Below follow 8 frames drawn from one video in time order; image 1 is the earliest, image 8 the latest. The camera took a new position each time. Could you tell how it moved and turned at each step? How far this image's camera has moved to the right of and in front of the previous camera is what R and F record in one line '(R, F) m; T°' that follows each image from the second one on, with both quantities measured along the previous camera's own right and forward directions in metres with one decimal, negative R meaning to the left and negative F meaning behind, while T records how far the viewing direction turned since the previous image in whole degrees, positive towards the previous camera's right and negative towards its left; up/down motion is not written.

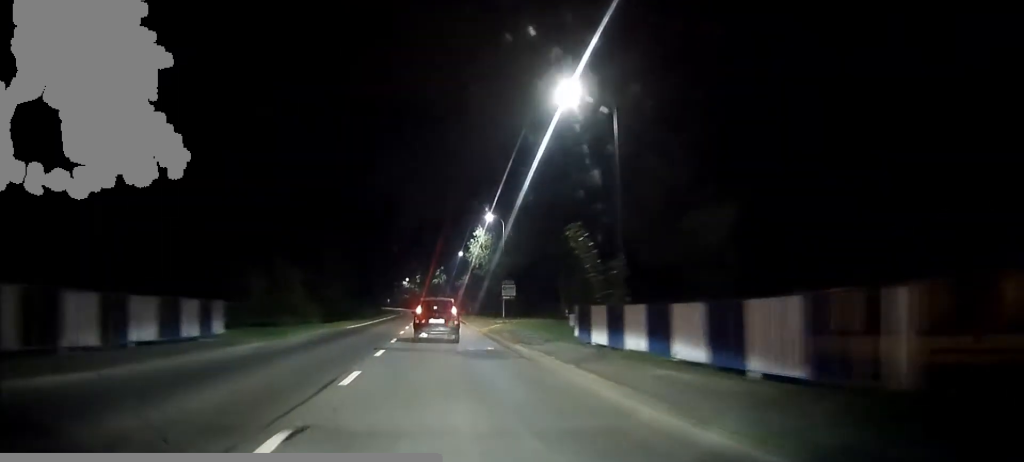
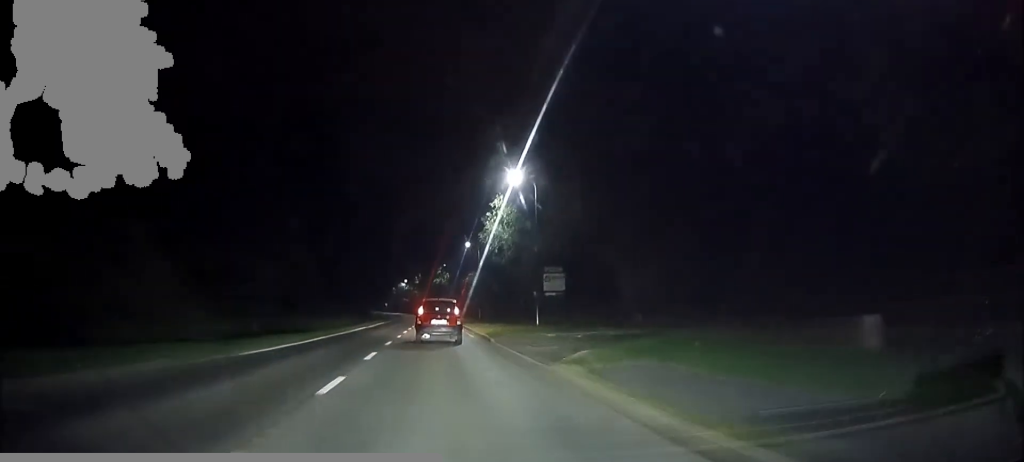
(0.0, +20.8) m; 0°
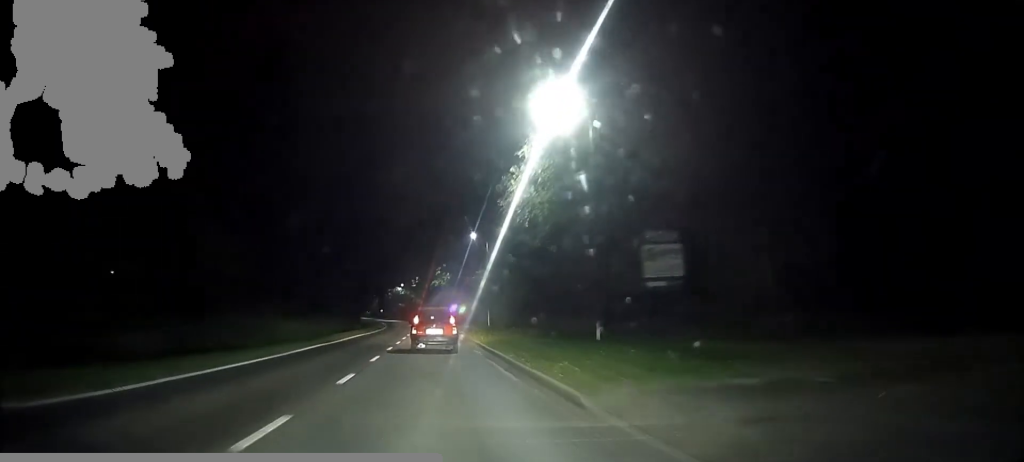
(0.0, +16.6) m; 0°
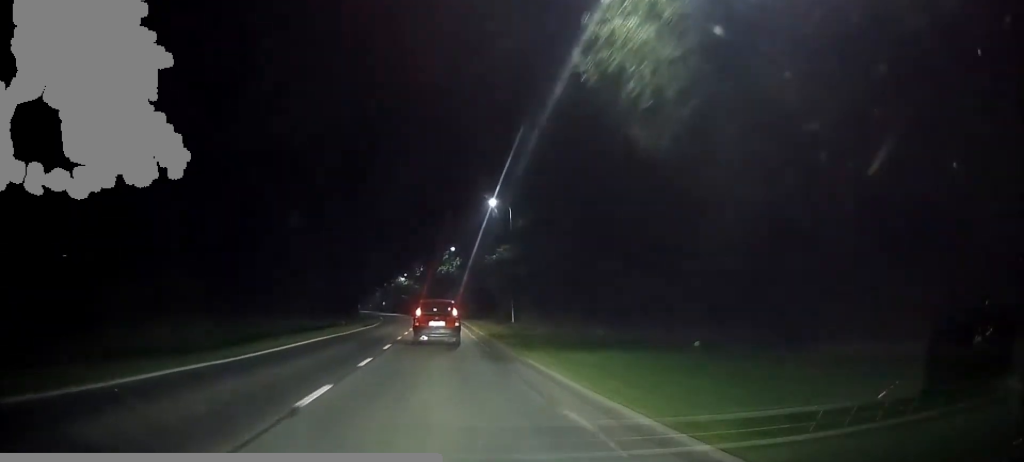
(+0.1, +16.8) m; -1°
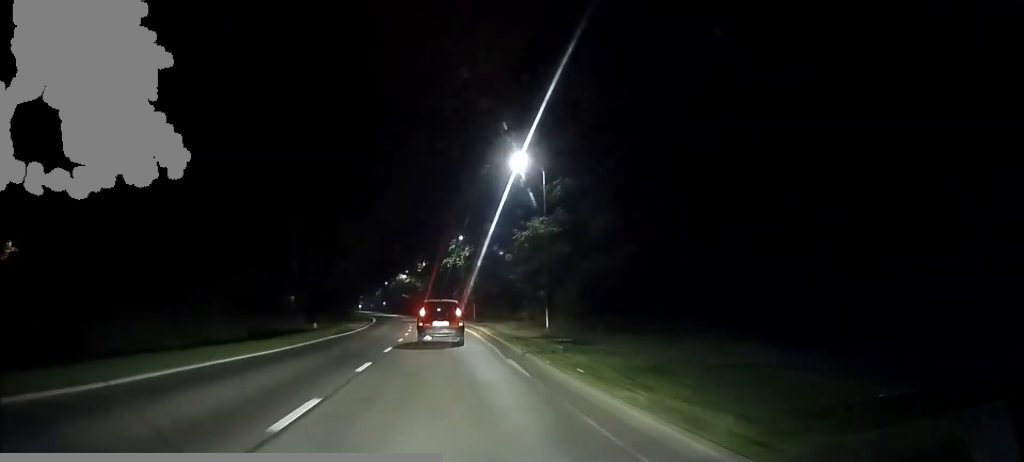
(-0.3, +14.7) m; -2°
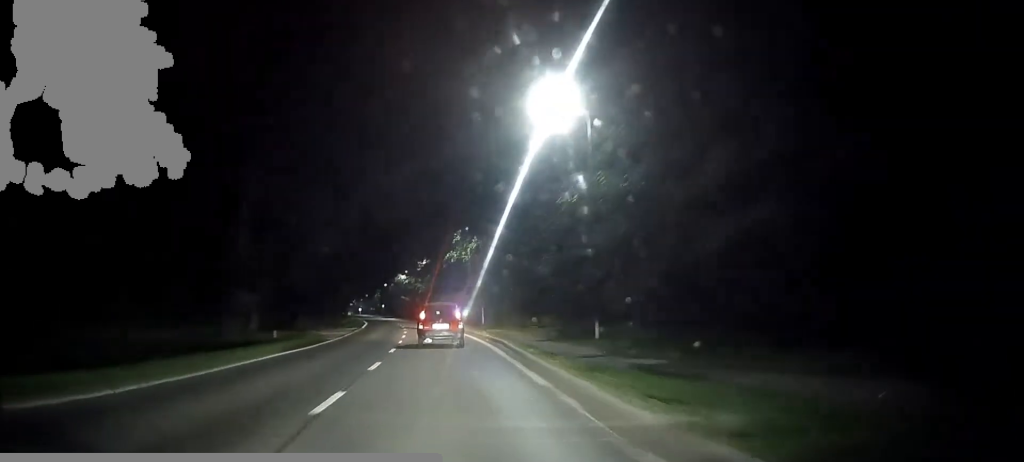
(-0.1, +11.5) m; -1°
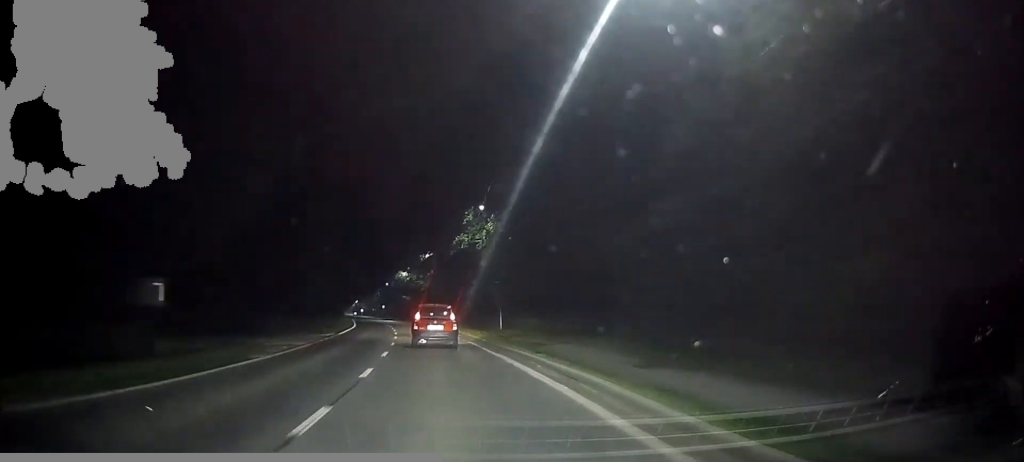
(-0.1, +14.5) m; 0°
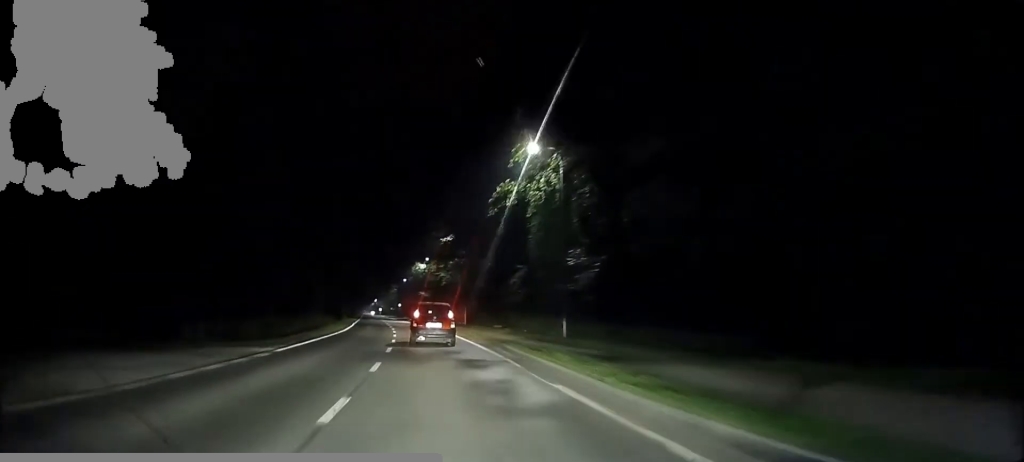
(0.0, +19.0) m; -1°
